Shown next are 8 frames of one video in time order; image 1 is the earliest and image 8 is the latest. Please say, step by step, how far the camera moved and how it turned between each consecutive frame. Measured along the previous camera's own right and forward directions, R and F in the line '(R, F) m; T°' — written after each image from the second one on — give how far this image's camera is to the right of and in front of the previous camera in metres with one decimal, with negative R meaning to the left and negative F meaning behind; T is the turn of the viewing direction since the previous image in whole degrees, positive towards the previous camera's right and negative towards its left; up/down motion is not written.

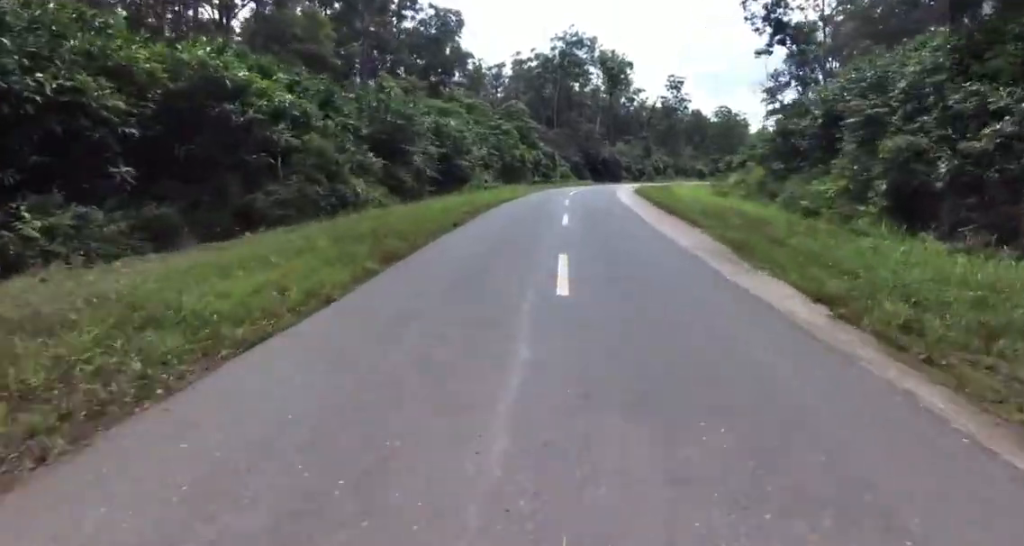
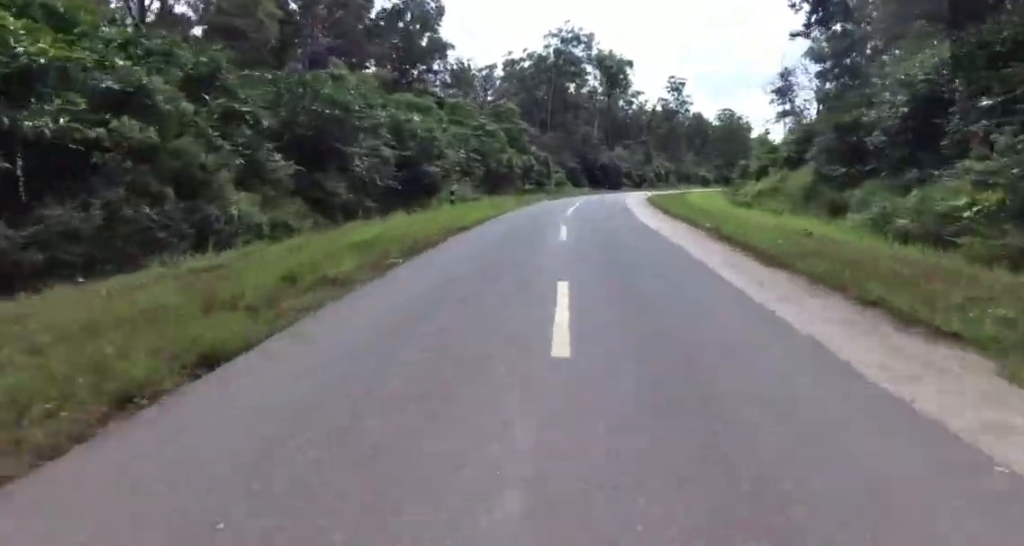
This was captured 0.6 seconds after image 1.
(0.0, +10.8) m; 0°
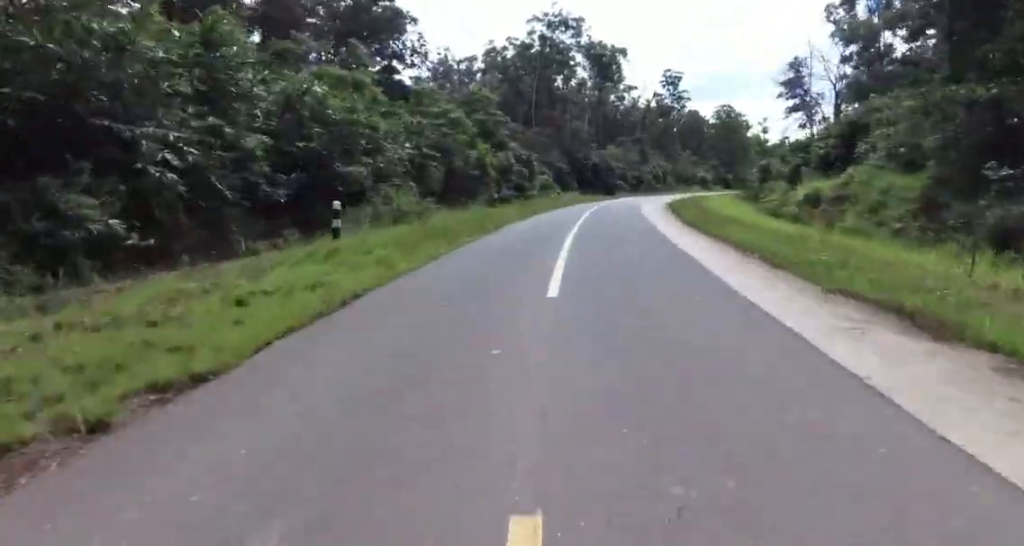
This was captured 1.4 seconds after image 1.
(0.0, +13.7) m; +1°
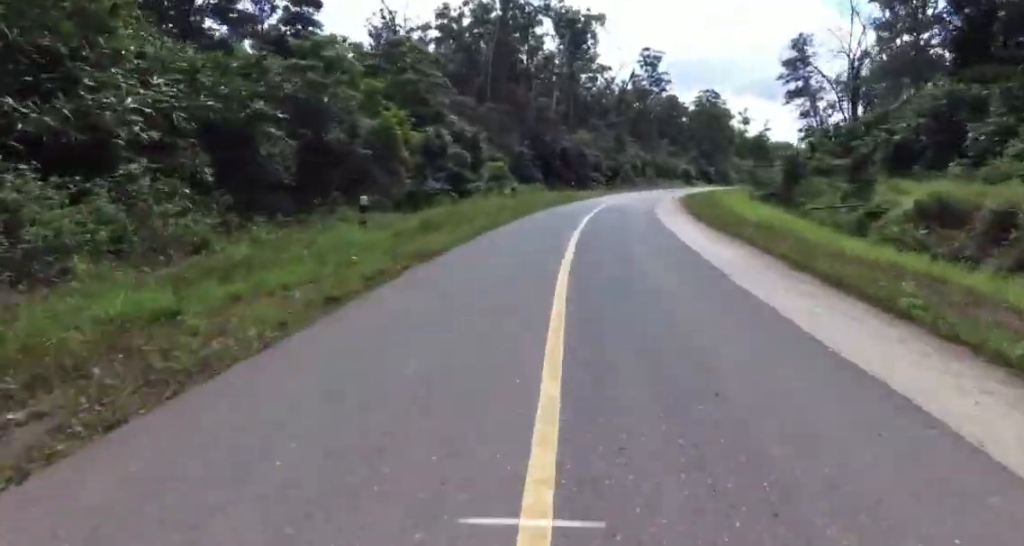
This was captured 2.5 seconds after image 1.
(+0.5, +20.0) m; +4°
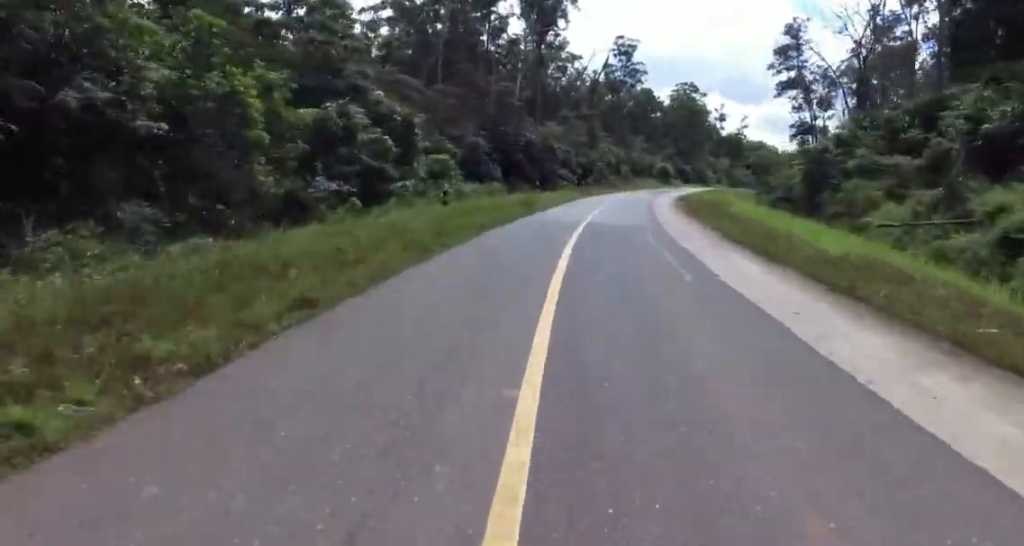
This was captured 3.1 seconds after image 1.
(+0.2, +11.0) m; +2°
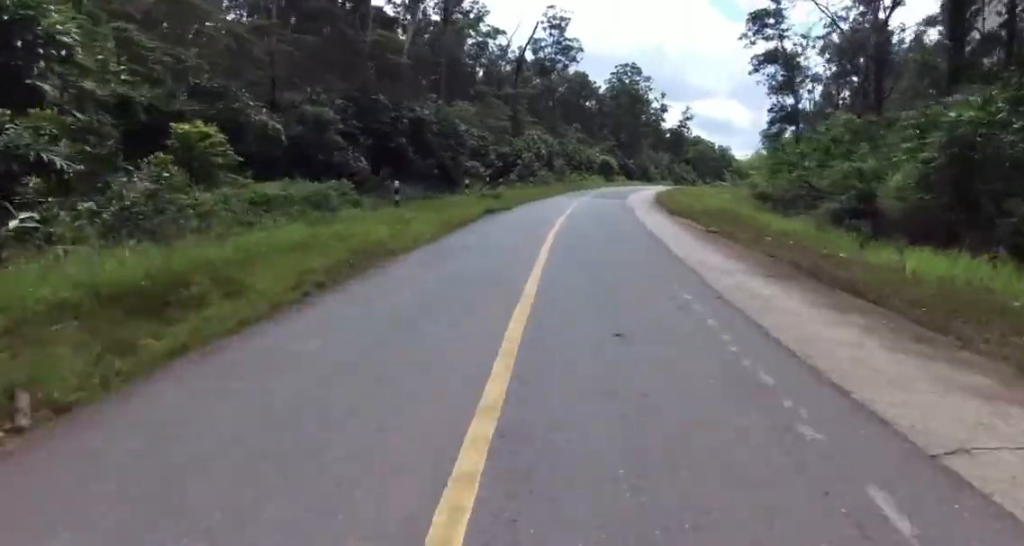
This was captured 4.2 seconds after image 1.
(+1.0, +23.6) m; +5°
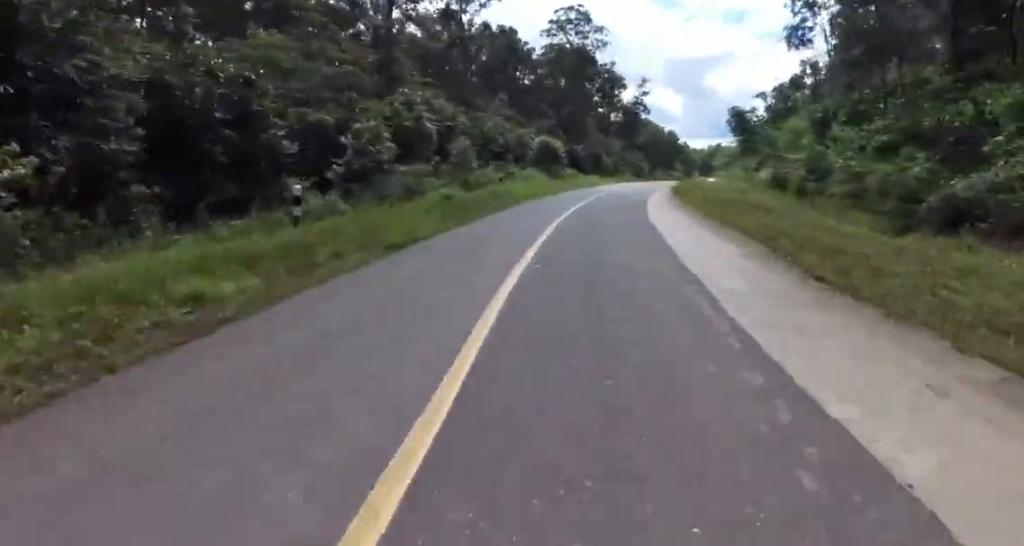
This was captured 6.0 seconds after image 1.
(+3.5, +37.0) m; +7°
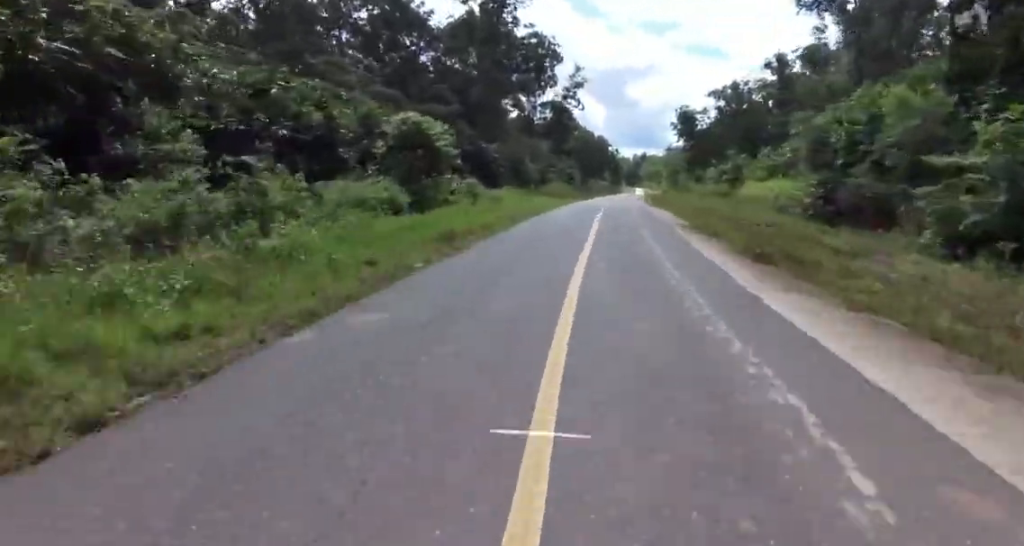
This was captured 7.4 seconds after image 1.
(+0.6, +29.7) m; +6°
